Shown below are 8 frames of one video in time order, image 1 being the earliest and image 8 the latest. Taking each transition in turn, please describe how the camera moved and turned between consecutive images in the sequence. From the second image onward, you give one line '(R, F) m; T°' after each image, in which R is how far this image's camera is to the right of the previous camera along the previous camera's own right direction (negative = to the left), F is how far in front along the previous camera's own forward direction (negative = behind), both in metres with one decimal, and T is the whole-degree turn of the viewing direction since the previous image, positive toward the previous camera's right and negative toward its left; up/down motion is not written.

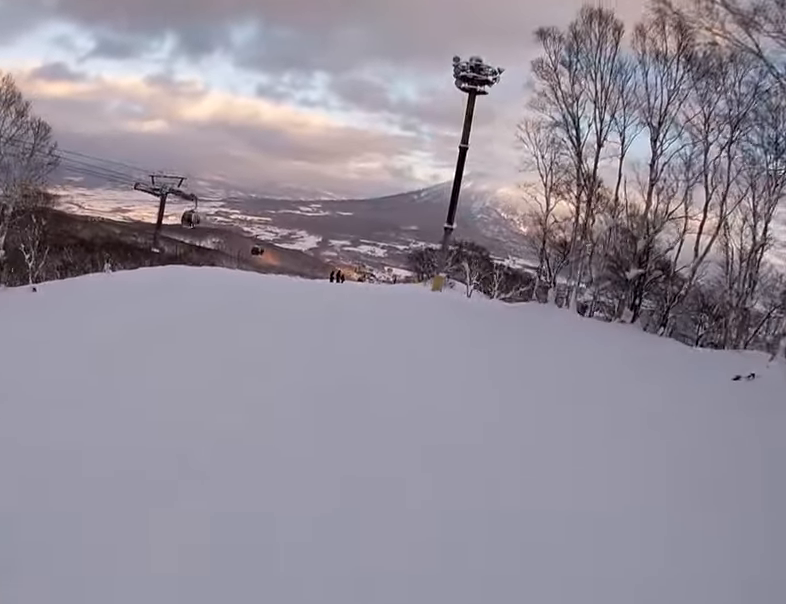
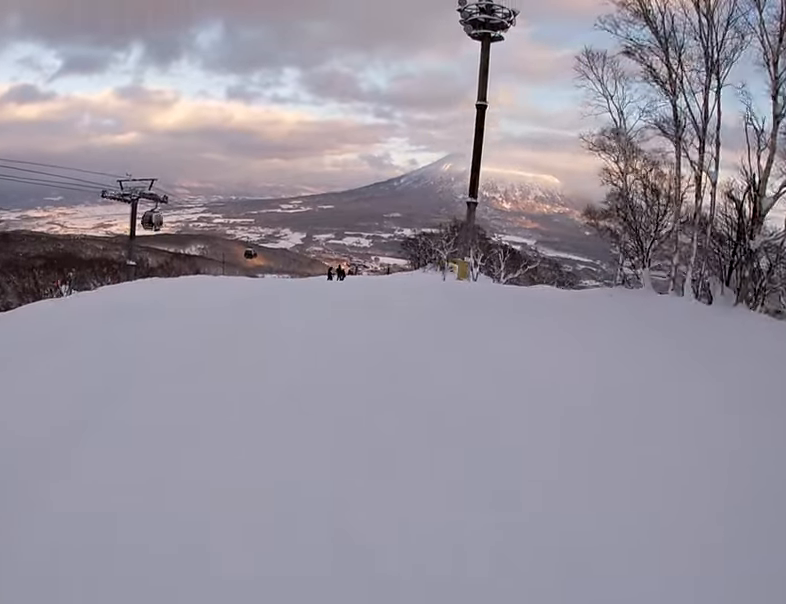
(0.0, +5.4) m; +3°
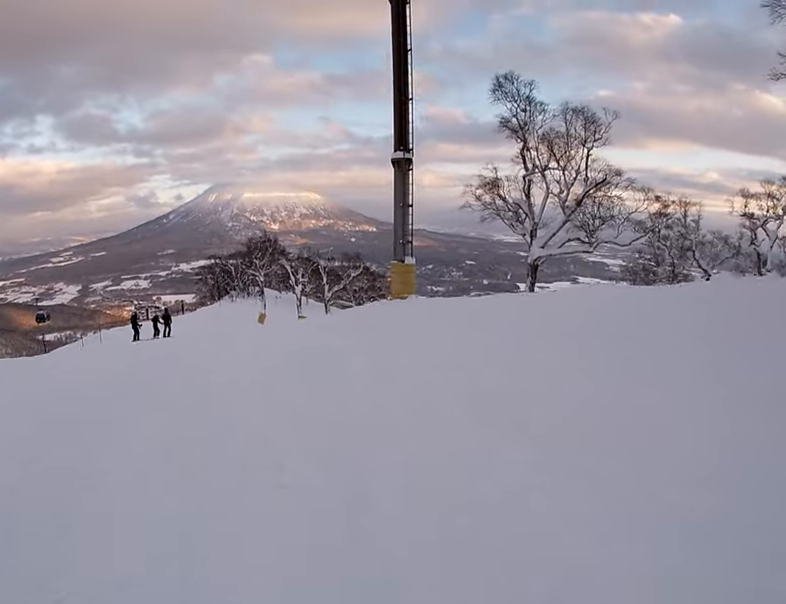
(+2.1, +12.8) m; +20°
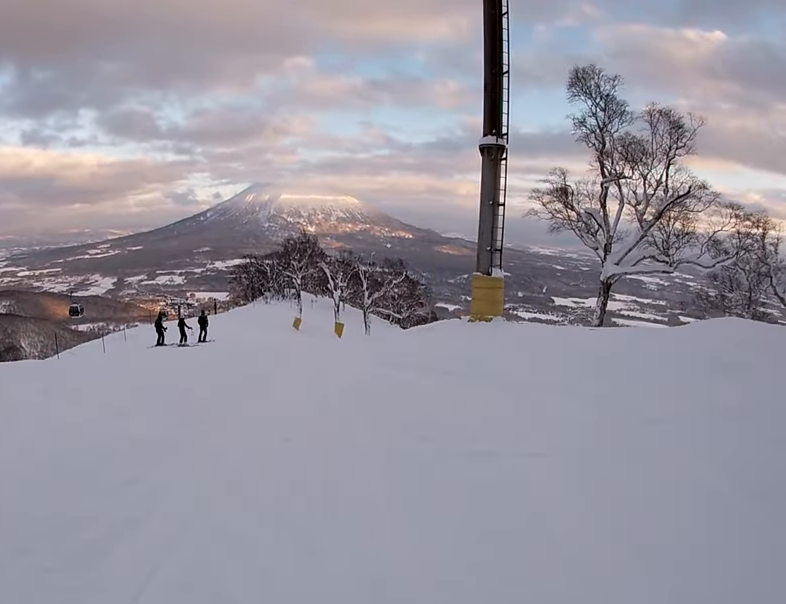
(+0.1, +3.0) m; -3°
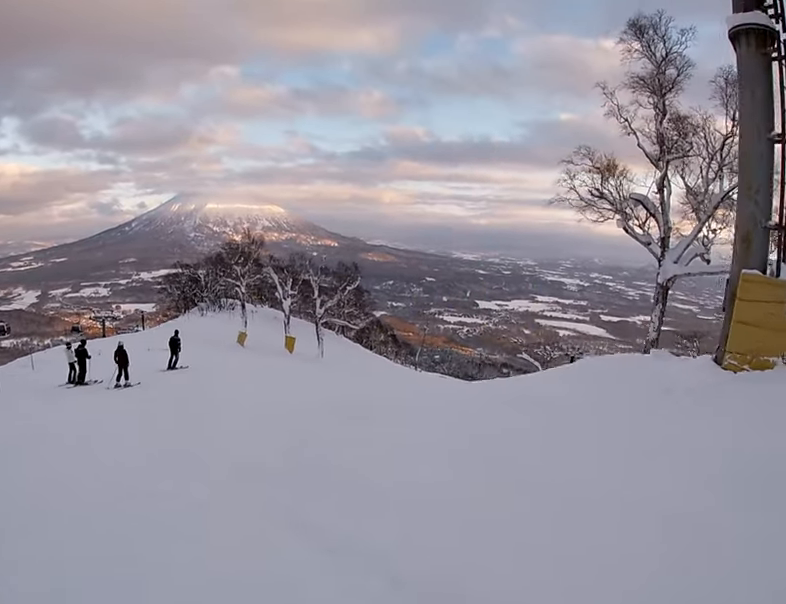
(-0.6, +7.0) m; -4°
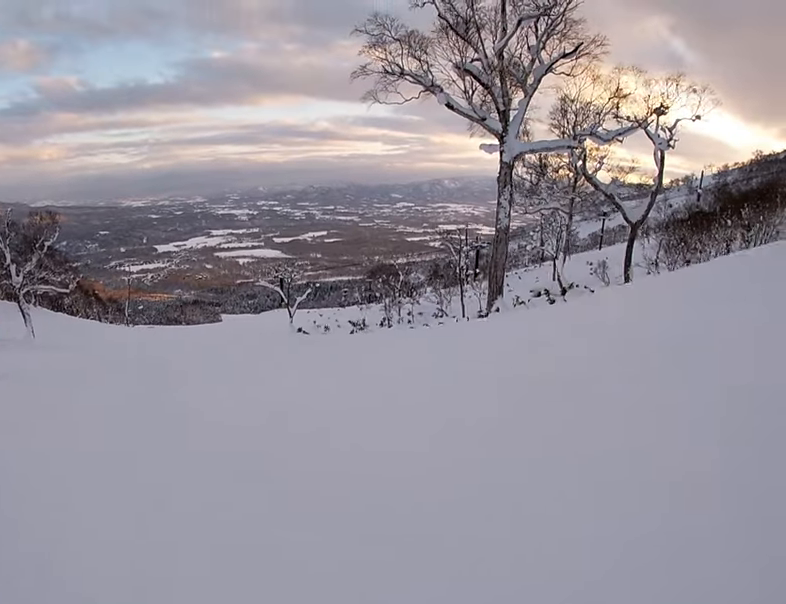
(+1.8, +6.9) m; +43°
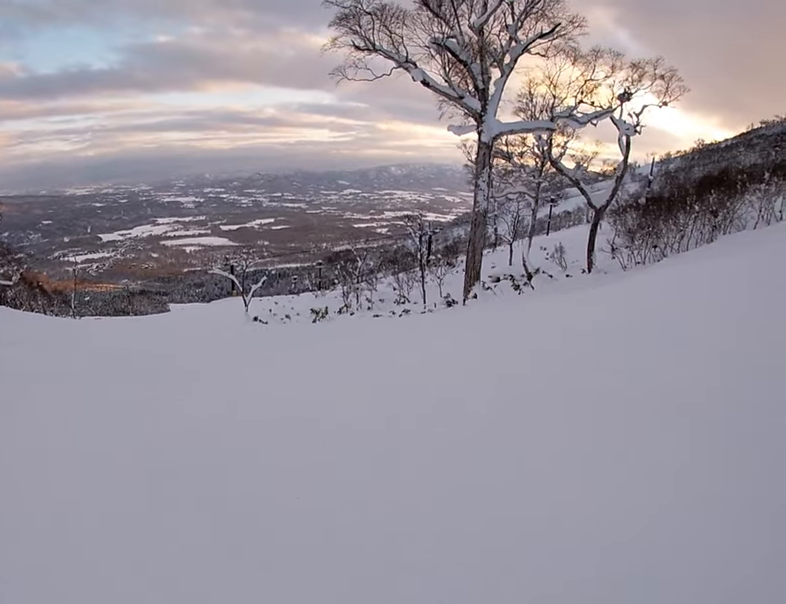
(+0.4, +1.7) m; +14°
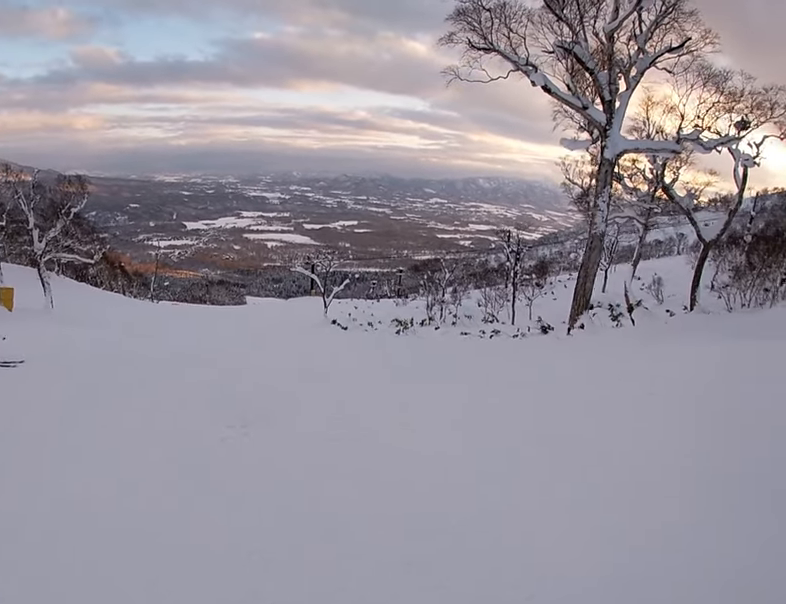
(+0.3, +1.9) m; +2°
